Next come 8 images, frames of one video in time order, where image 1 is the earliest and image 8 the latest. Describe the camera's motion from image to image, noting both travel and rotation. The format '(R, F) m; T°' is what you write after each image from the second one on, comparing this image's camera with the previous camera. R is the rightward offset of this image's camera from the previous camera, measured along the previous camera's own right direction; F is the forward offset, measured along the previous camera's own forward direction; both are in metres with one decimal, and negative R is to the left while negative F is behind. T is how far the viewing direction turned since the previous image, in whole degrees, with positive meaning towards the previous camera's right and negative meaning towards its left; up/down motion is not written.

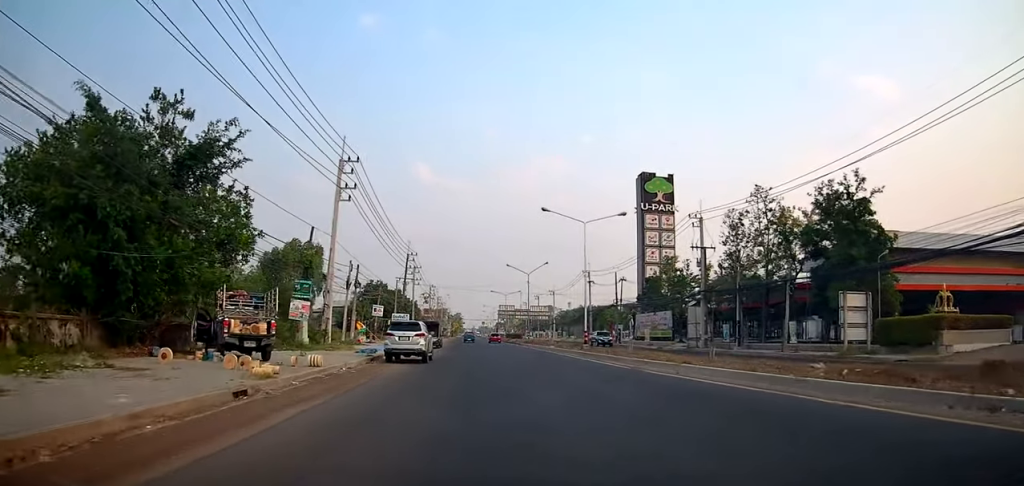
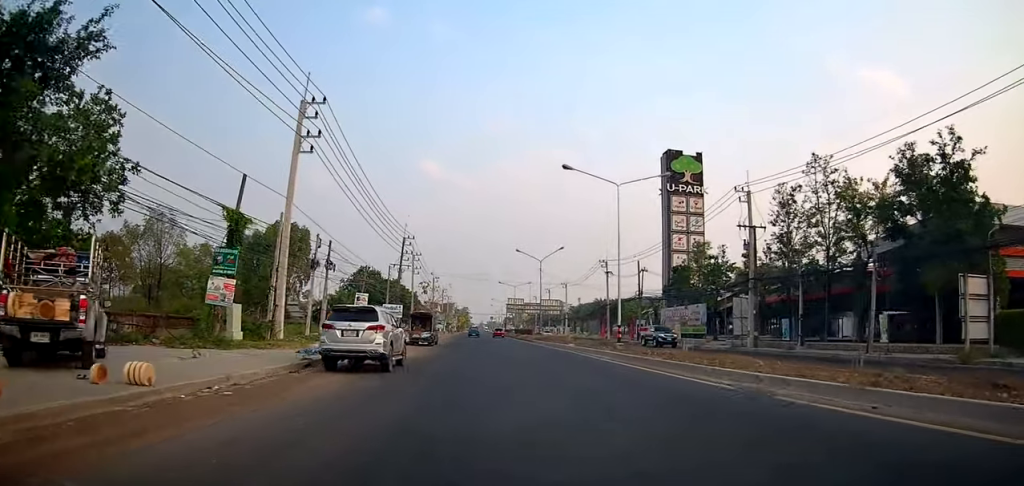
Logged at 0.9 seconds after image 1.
(-0.1, +9.4) m; -3°
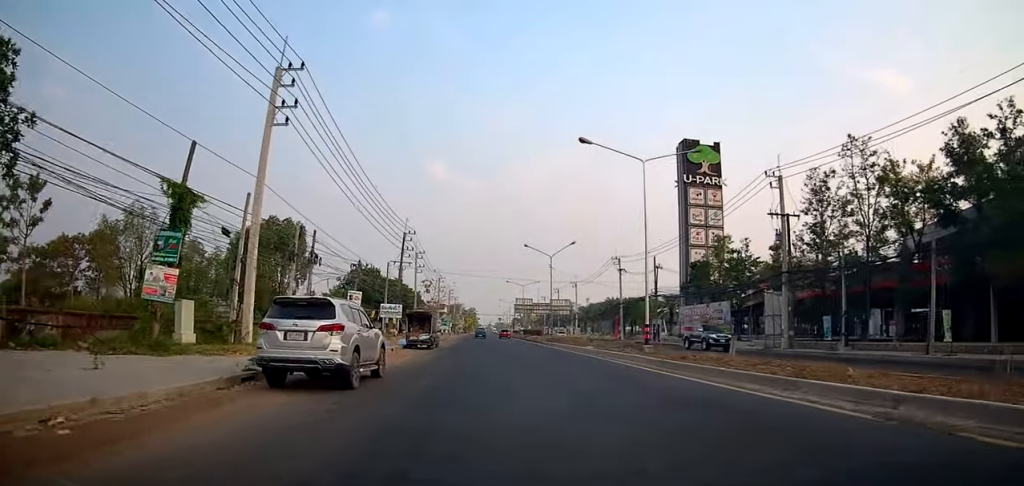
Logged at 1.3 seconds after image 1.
(-0.2, +4.4) m; -2°
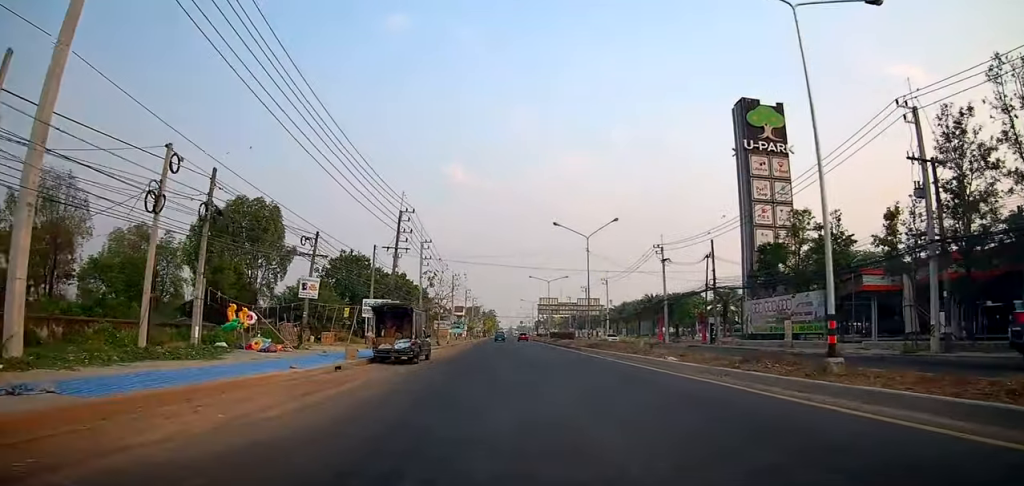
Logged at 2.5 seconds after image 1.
(-0.3, +13.6) m; -1°
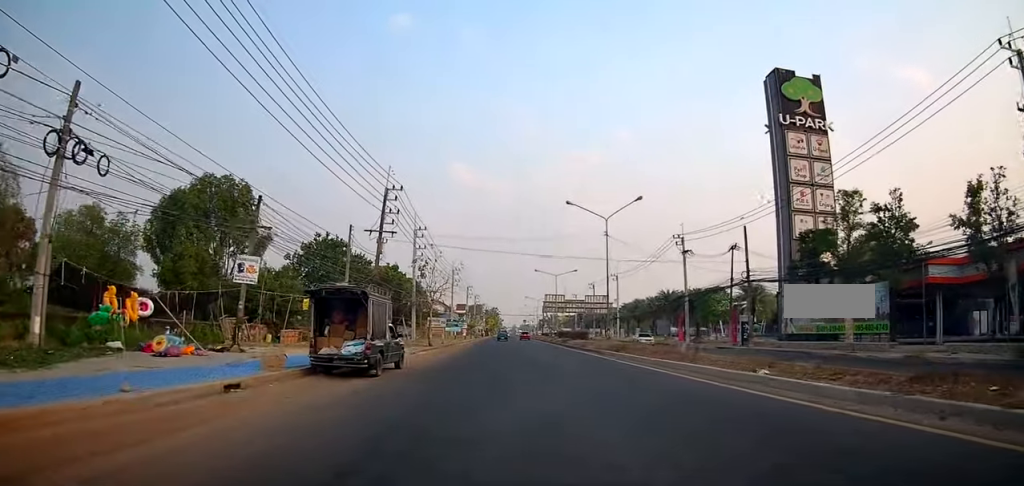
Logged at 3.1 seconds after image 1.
(0.0, +7.5) m; 0°
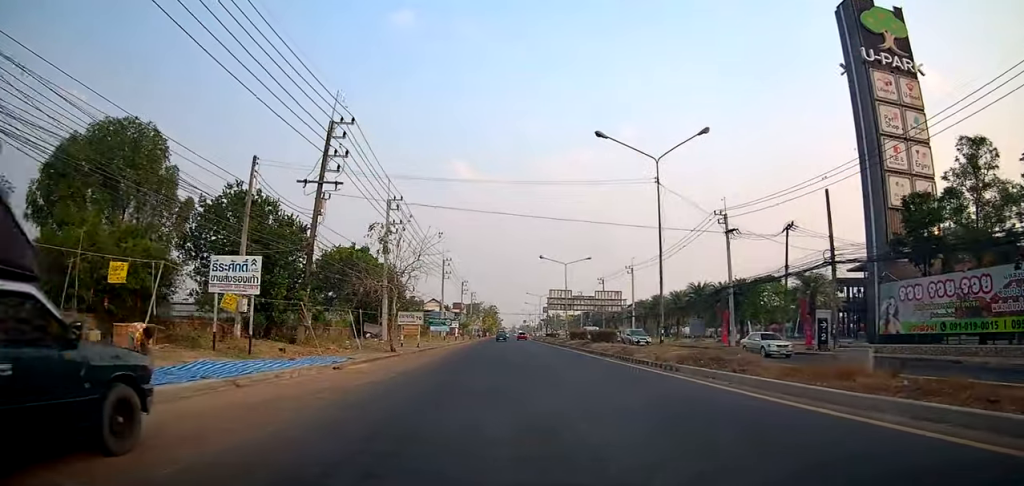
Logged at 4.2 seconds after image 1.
(+0.1, +14.0) m; 0°
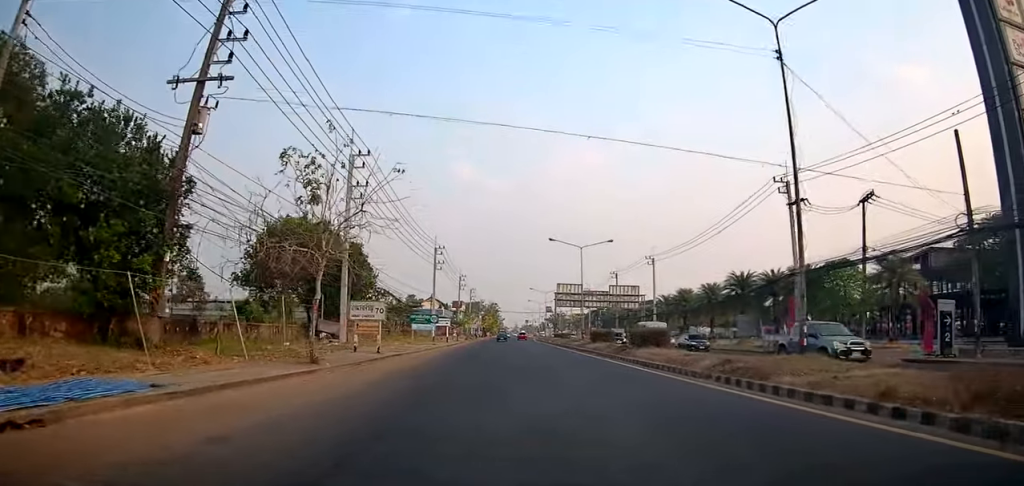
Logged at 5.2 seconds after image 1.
(0.0, +12.6) m; -2°
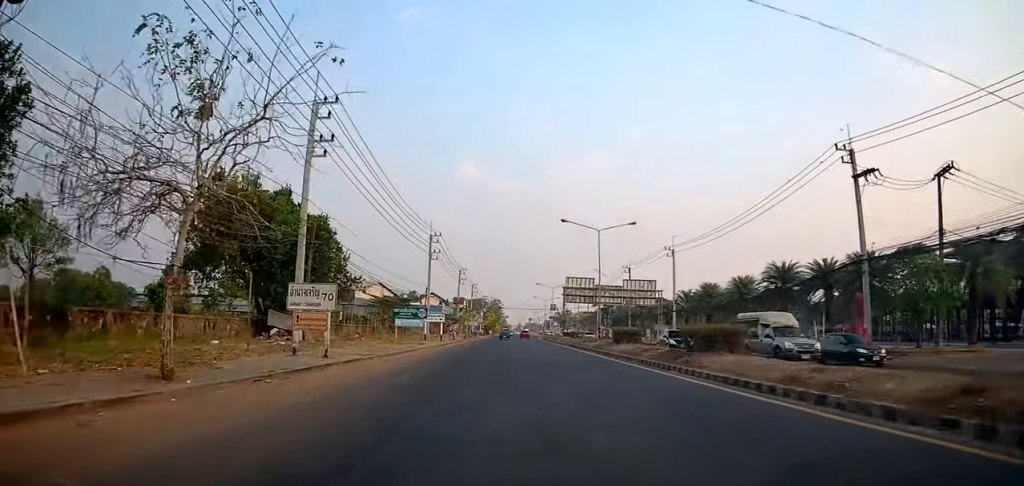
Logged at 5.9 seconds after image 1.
(-0.1, +8.4) m; -1°
